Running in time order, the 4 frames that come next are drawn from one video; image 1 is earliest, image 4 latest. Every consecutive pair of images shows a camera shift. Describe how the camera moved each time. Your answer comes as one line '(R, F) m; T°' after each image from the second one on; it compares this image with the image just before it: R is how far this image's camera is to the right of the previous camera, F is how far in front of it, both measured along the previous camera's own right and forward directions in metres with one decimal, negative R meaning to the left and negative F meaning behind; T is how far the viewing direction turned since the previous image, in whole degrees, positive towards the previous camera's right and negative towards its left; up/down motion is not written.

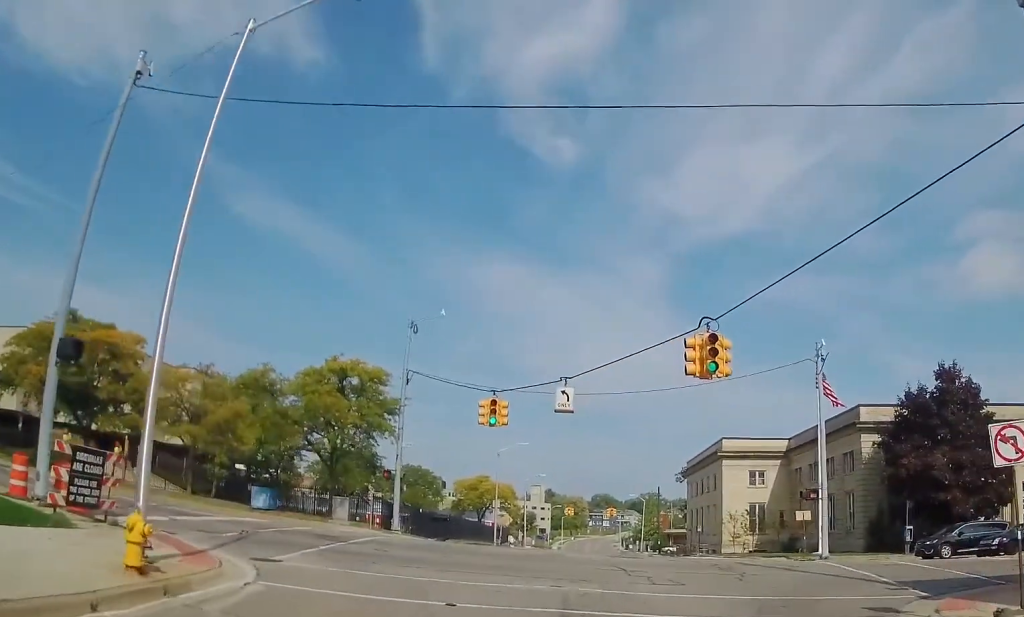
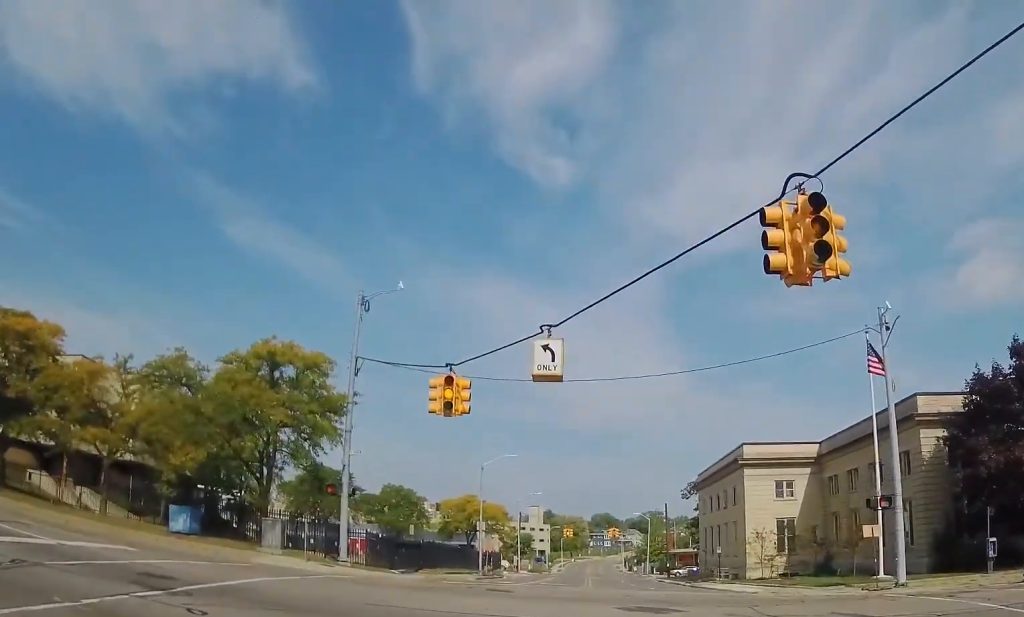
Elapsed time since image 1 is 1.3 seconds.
(0.0, +9.5) m; -6°
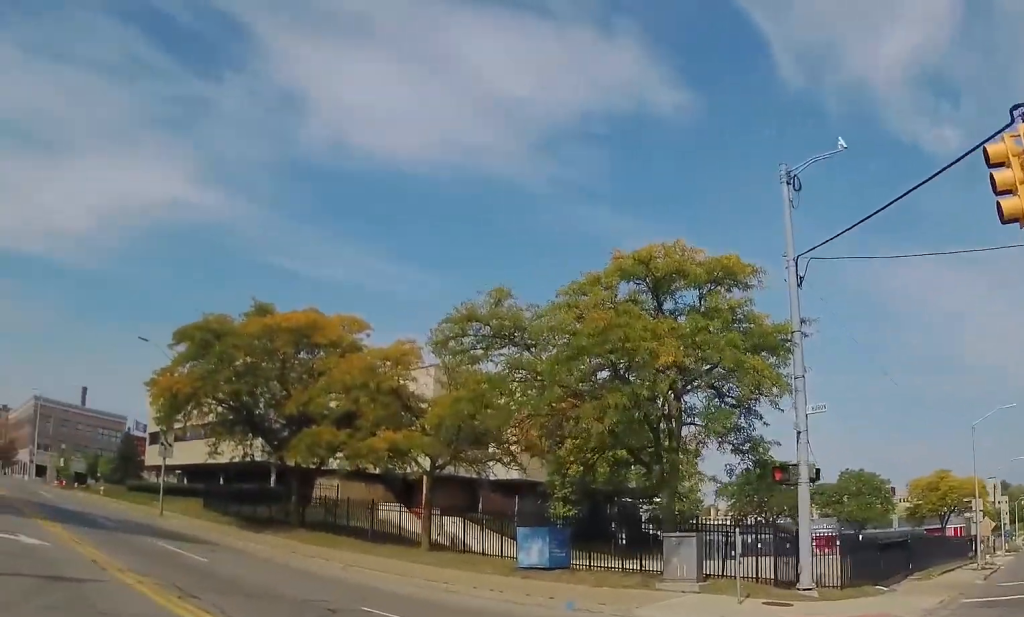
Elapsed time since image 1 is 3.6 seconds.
(-2.1, +14.4) m; -23°
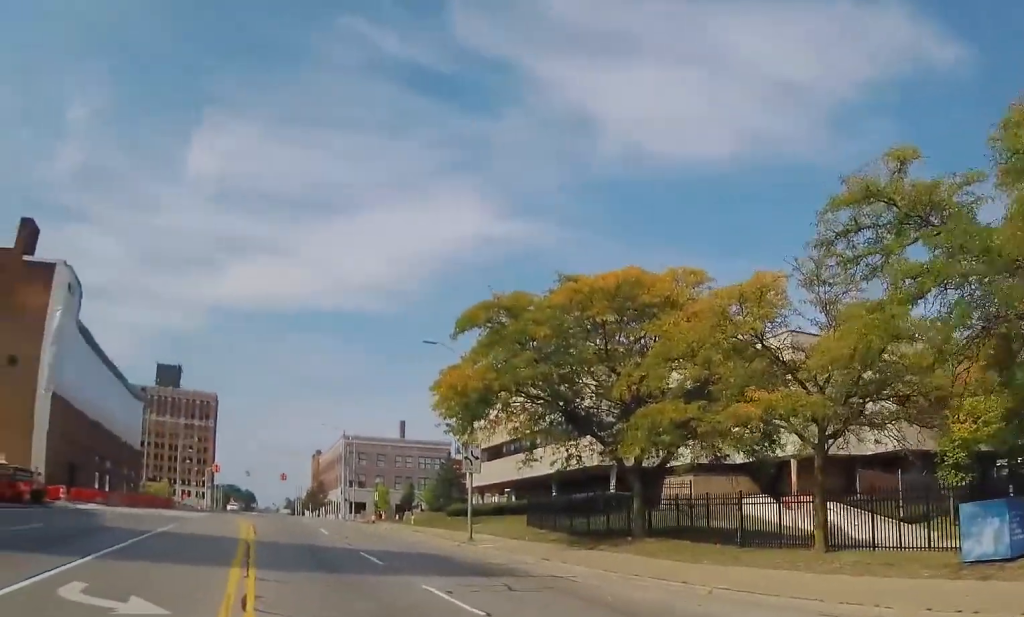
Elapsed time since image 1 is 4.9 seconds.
(-1.6, +7.0) m; -25°
